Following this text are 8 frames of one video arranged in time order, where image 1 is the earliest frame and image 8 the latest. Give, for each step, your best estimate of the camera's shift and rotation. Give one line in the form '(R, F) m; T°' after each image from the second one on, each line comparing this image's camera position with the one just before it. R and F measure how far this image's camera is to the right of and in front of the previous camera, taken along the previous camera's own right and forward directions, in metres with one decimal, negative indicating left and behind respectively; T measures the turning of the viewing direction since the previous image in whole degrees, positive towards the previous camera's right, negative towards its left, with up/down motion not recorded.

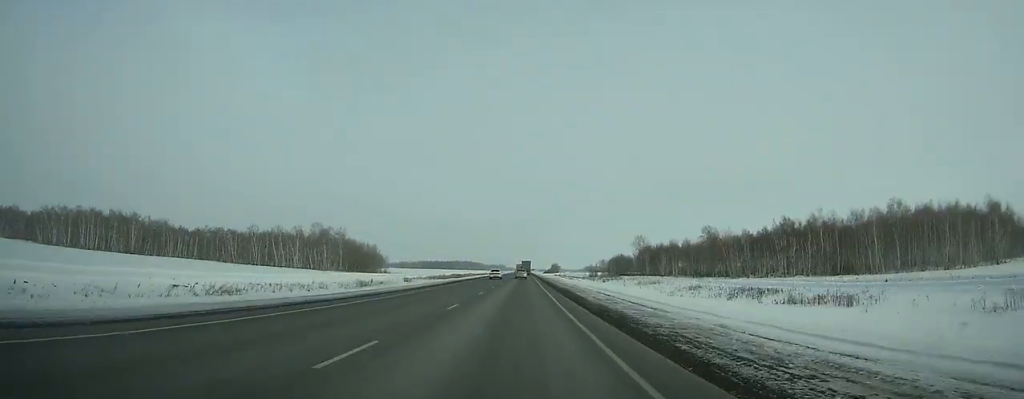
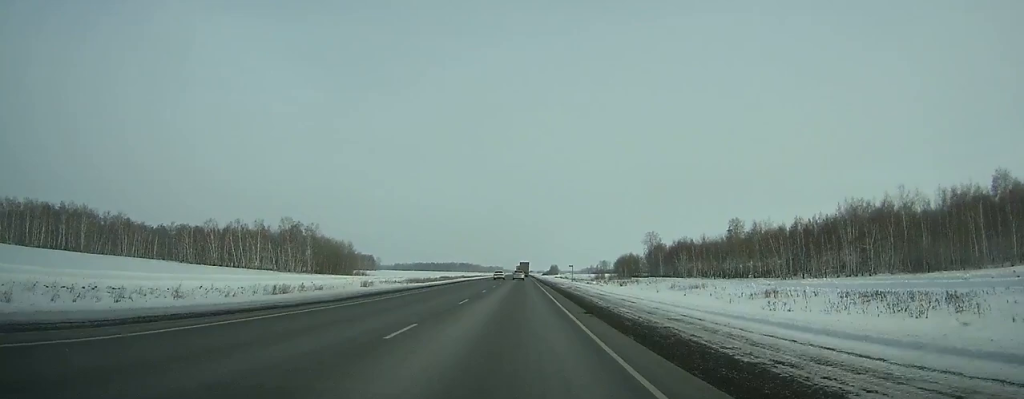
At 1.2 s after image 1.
(+0.1, +32.3) m; 0°
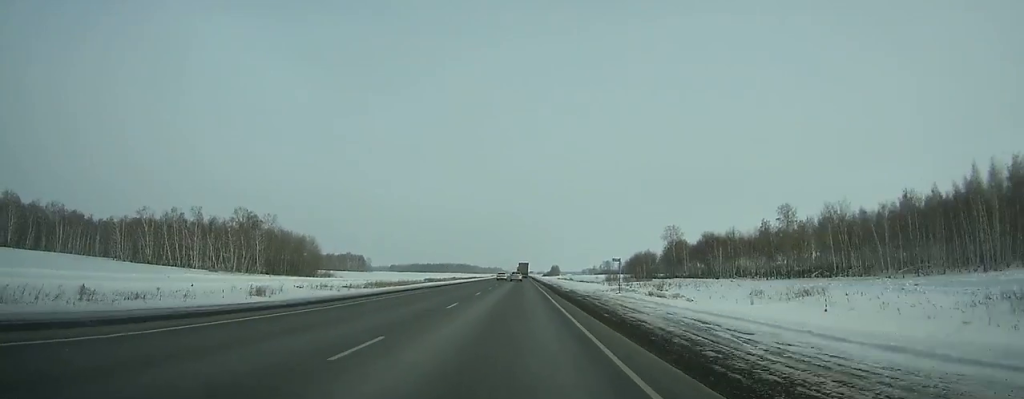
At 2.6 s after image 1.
(+0.1, +37.8) m; 0°
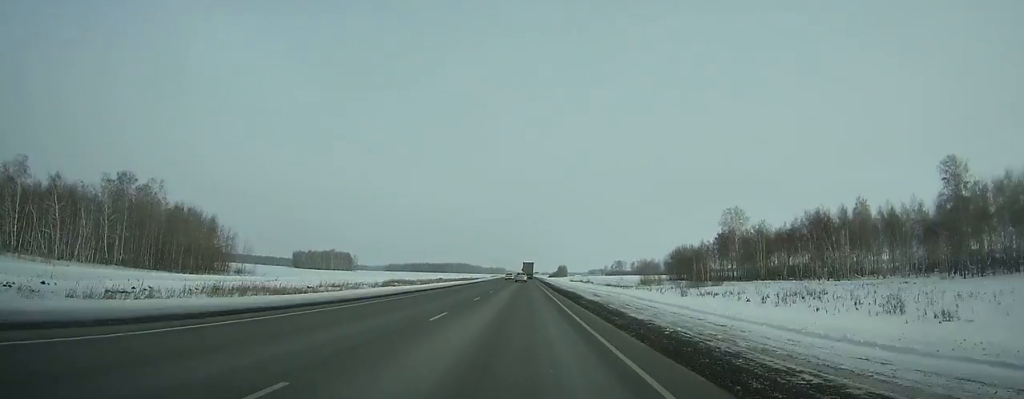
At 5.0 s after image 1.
(+0.1, +65.0) m; 0°
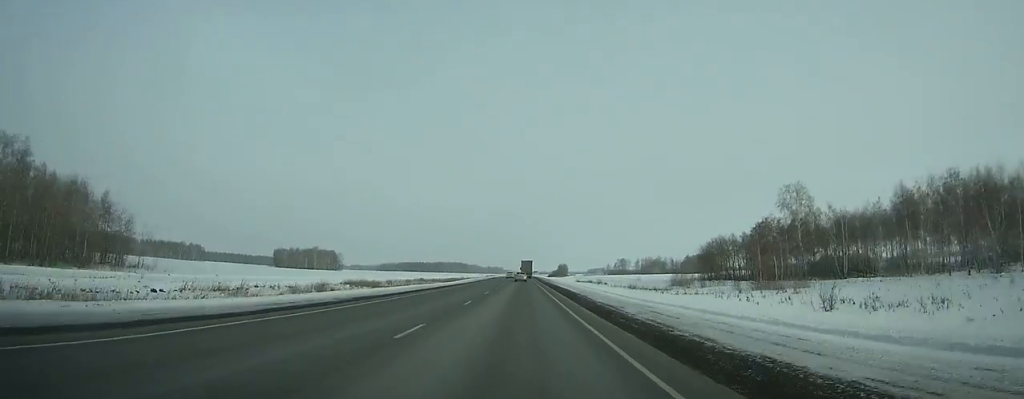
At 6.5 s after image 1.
(0.0, +40.7) m; 0°
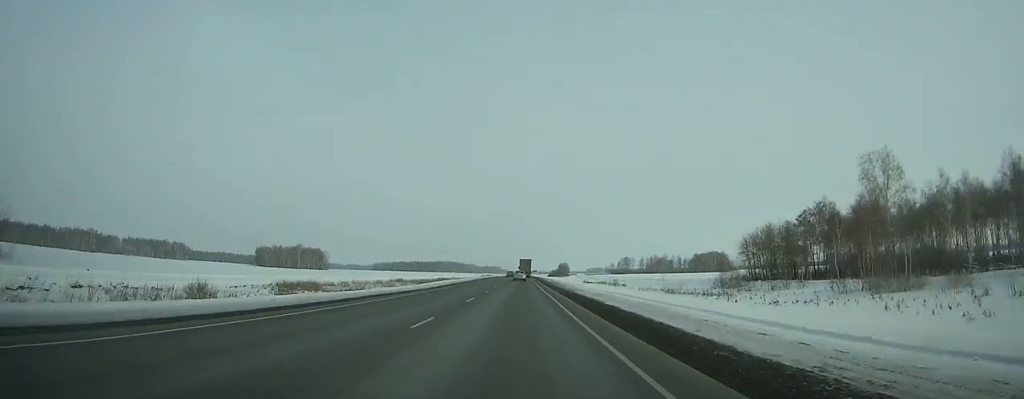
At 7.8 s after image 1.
(0.0, +35.3) m; 0°
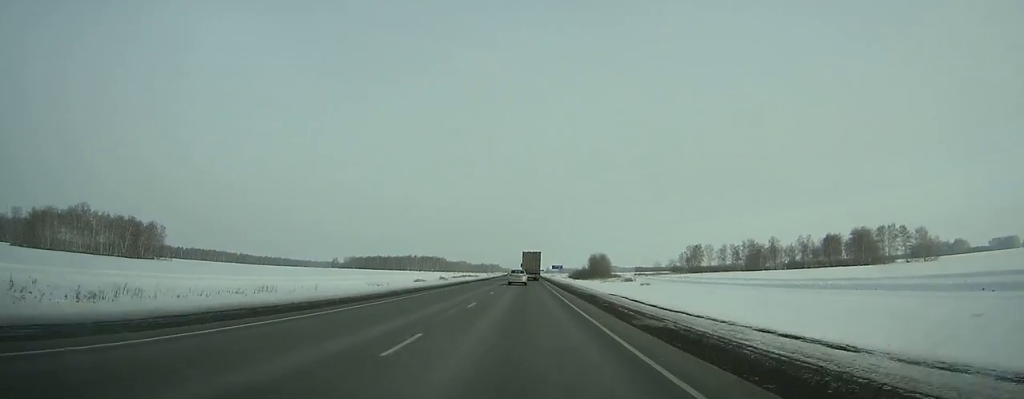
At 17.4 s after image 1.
(0.0, +254.2) m; 0°
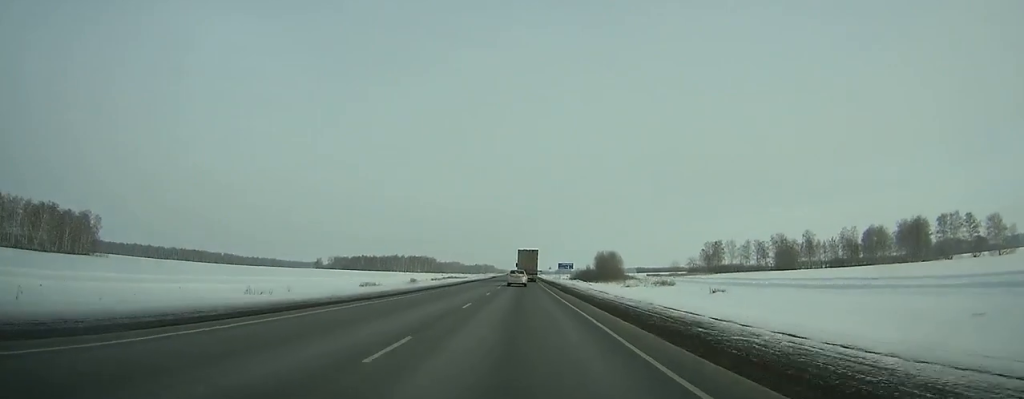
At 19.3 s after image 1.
(-0.1, +47.7) m; 0°
